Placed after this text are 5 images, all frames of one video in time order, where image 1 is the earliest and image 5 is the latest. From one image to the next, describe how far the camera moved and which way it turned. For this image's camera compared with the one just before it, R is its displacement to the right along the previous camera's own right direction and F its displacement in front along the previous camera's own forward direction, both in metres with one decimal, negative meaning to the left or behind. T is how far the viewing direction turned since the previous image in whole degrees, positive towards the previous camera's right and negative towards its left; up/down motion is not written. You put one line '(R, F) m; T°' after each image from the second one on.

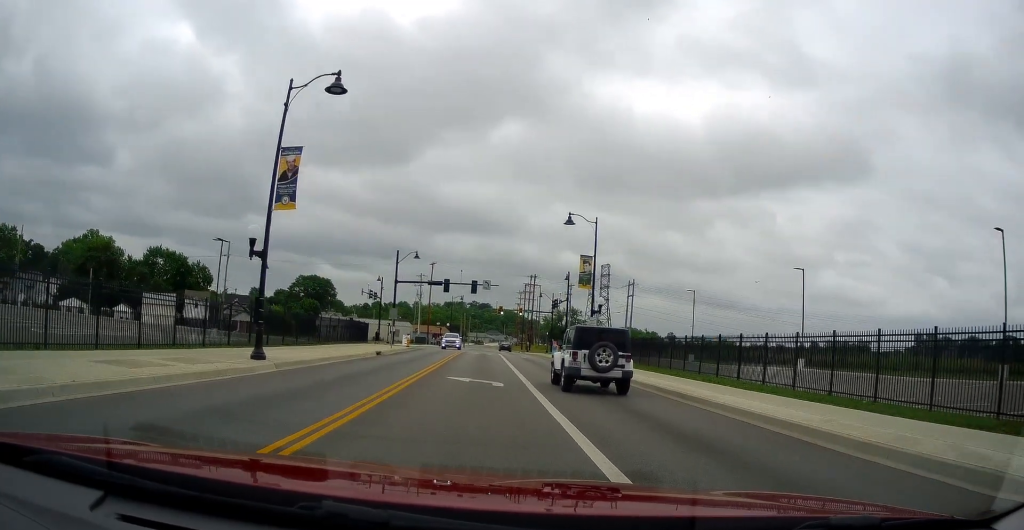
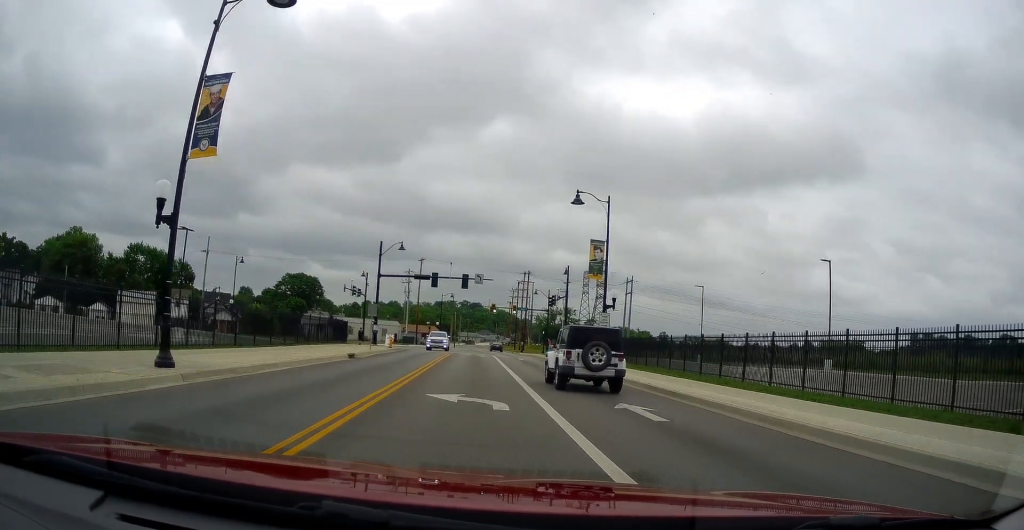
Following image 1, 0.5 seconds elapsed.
(0.0, +5.8) m; +1°
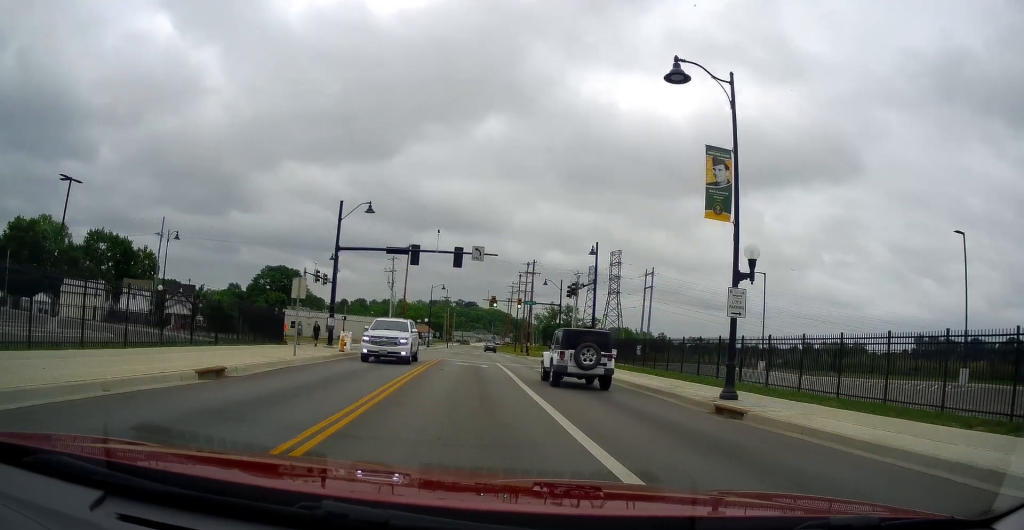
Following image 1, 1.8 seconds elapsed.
(+0.4, +16.0) m; +1°
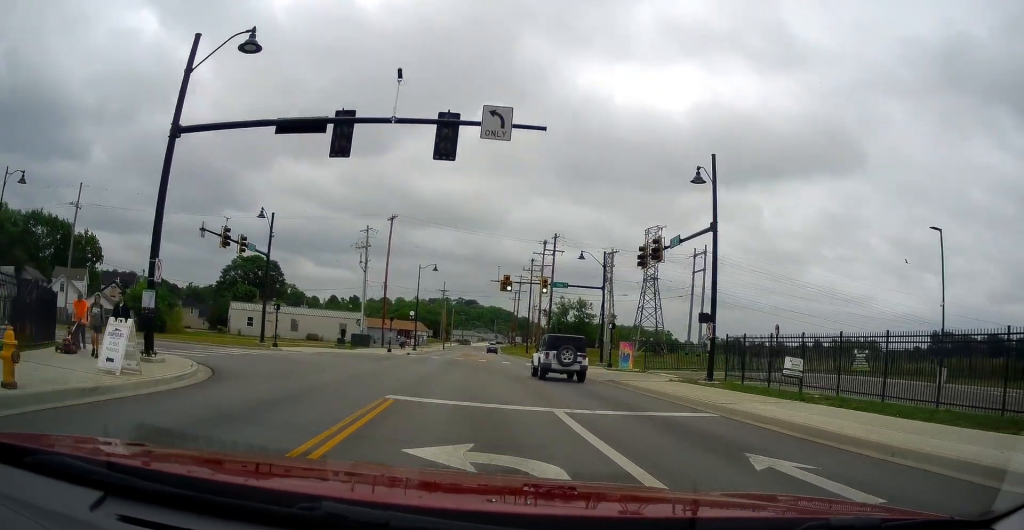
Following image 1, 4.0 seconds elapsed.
(-1.1, +22.5) m; -4°
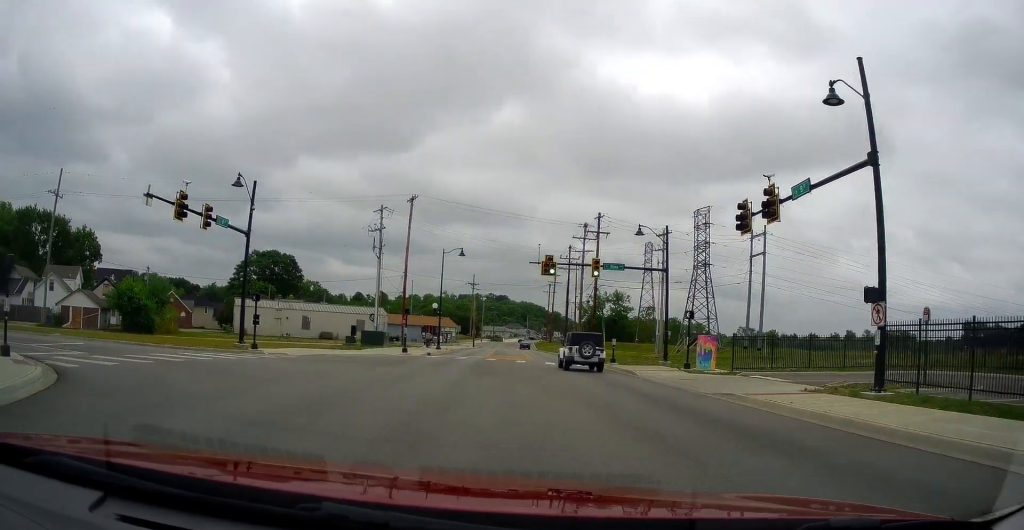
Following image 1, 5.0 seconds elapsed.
(+0.1, +9.4) m; -4°
